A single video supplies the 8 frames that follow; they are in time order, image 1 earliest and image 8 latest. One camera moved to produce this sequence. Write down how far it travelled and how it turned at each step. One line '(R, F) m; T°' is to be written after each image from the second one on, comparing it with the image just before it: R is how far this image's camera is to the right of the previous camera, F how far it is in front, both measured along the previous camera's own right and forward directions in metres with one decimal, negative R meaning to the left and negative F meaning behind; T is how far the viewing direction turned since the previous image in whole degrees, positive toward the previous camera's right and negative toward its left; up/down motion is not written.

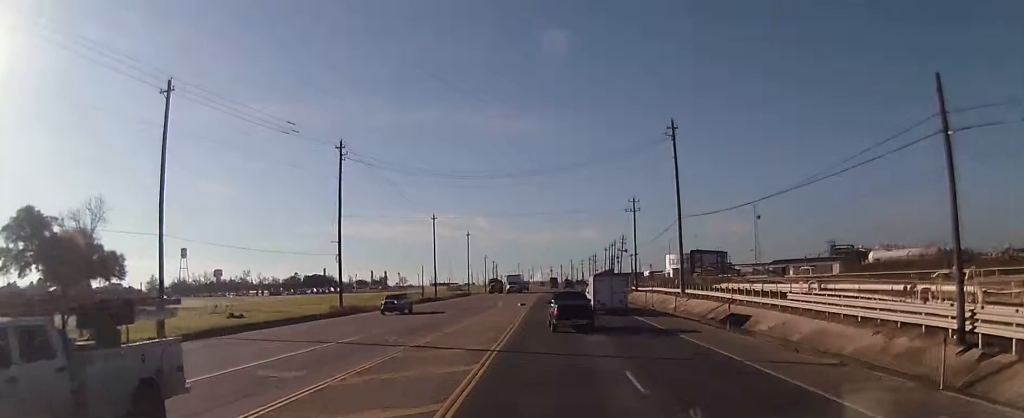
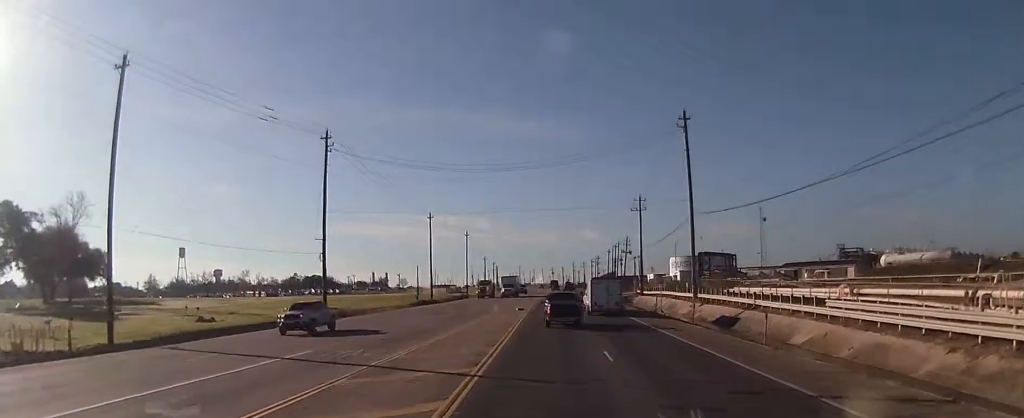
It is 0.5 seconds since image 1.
(0.0, +5.7) m; 0°
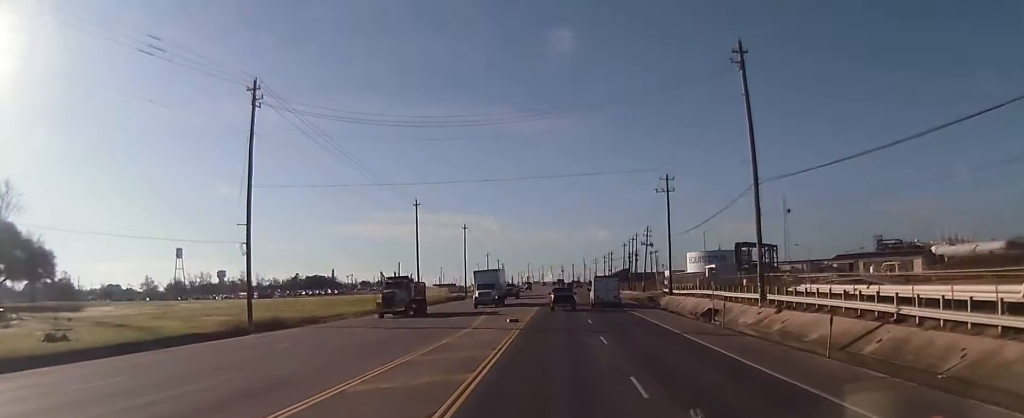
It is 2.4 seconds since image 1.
(-0.2, +19.7) m; -2°
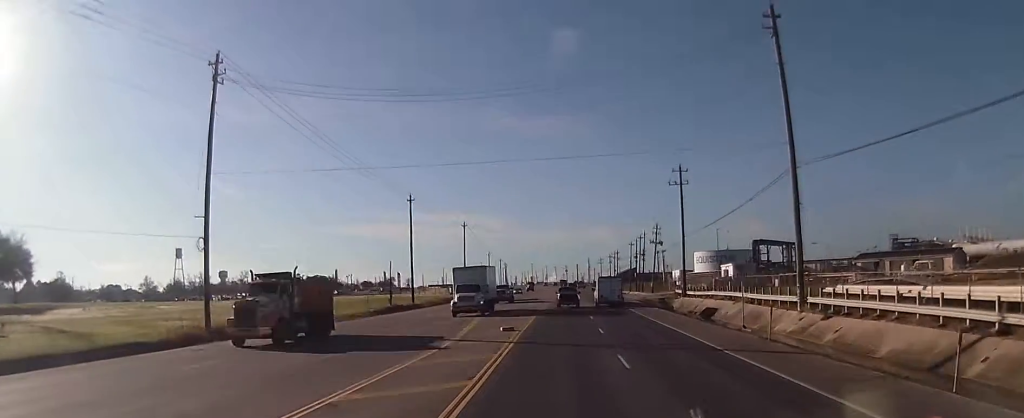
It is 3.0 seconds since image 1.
(-0.4, +7.0) m; +1°
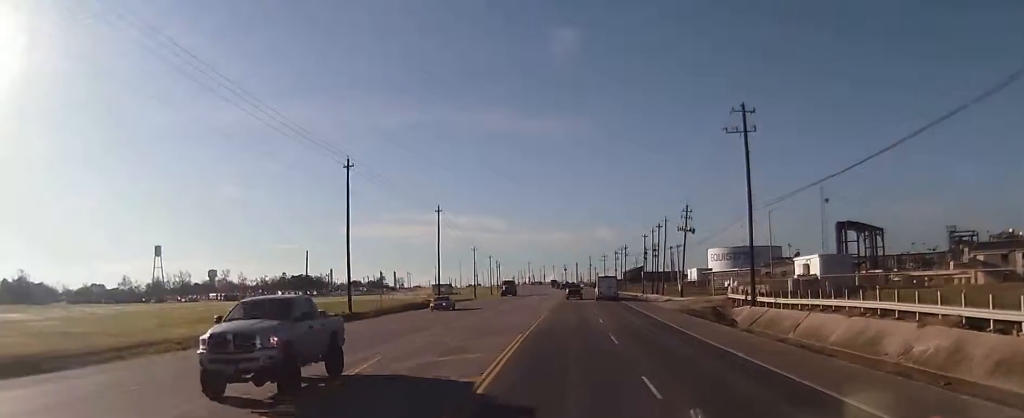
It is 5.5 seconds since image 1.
(-0.2, +29.2) m; -2°
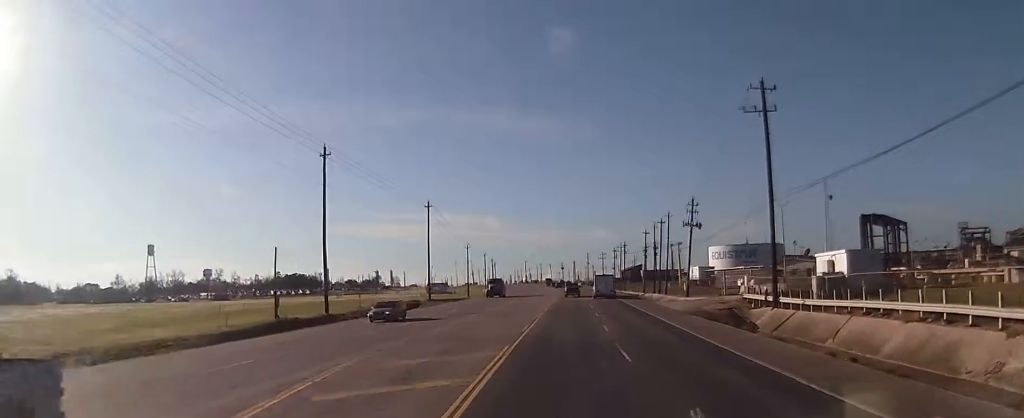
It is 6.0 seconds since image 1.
(+0.2, +6.3) m; +1°
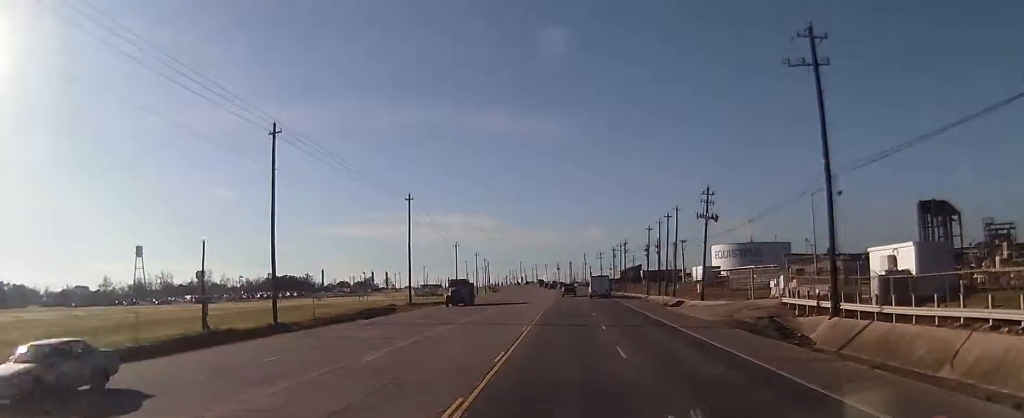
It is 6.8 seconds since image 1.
(0.0, +11.2) m; 0°
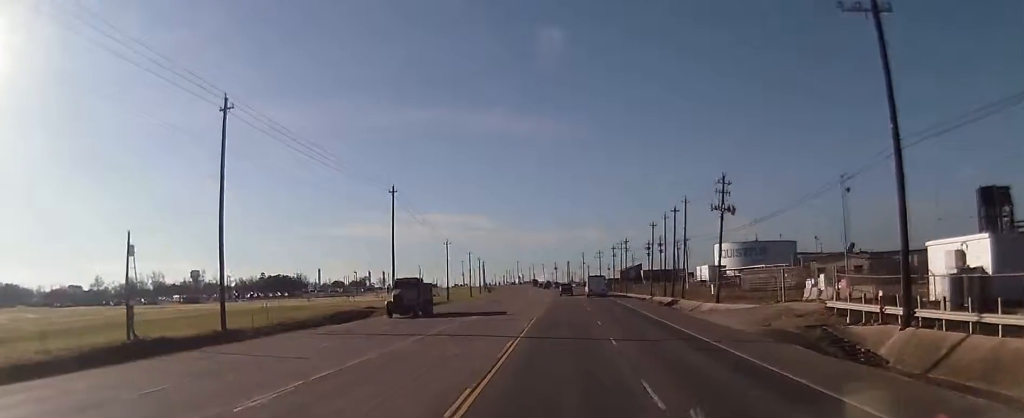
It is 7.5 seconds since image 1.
(0.0, +8.4) m; 0°
